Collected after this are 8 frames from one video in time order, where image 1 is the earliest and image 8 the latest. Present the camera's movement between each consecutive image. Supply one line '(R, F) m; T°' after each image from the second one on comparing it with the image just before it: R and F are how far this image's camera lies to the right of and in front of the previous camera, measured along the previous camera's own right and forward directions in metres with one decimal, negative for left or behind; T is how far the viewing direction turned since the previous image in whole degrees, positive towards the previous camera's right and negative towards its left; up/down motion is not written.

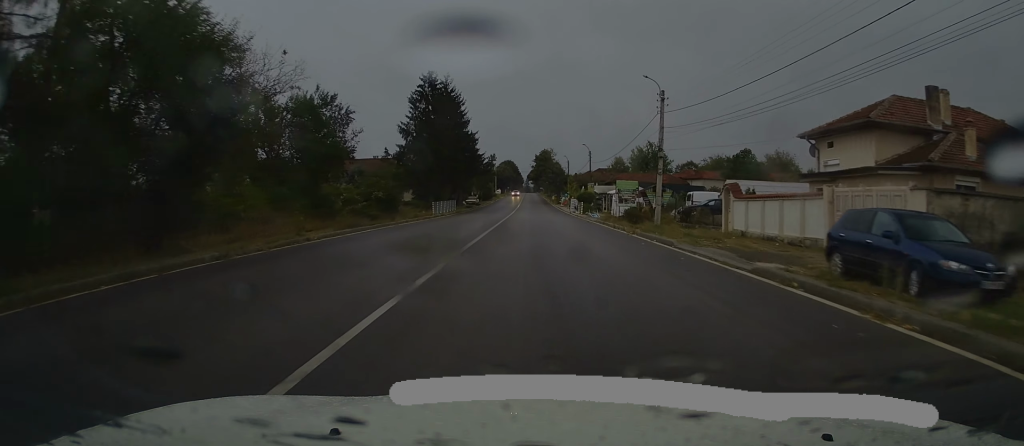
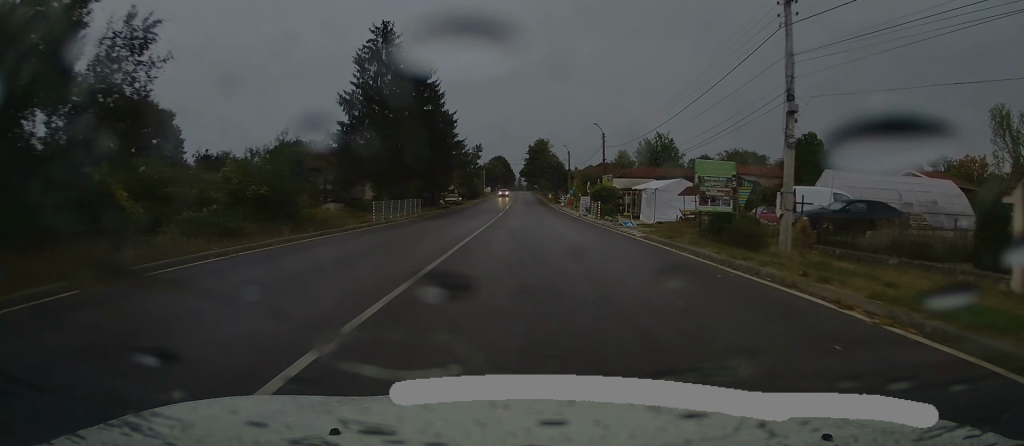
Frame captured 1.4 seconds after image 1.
(-0.1, +17.6) m; -1°
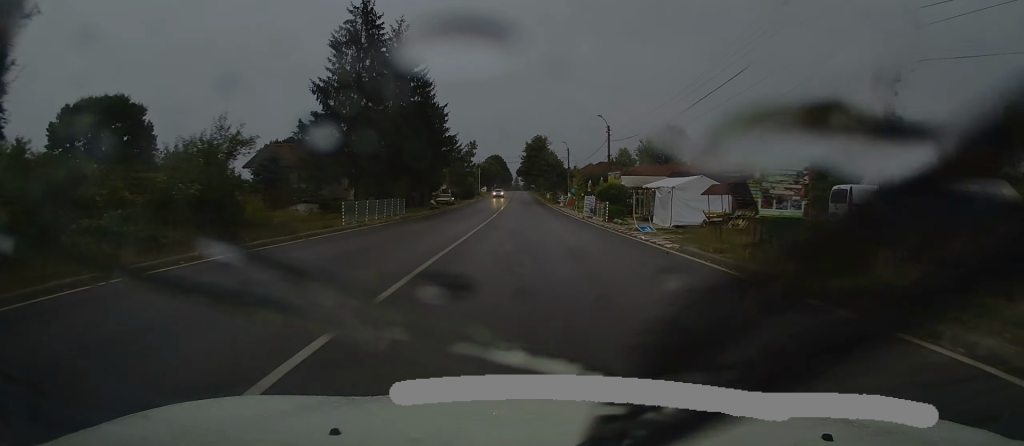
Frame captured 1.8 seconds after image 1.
(0.0, +4.9) m; 0°
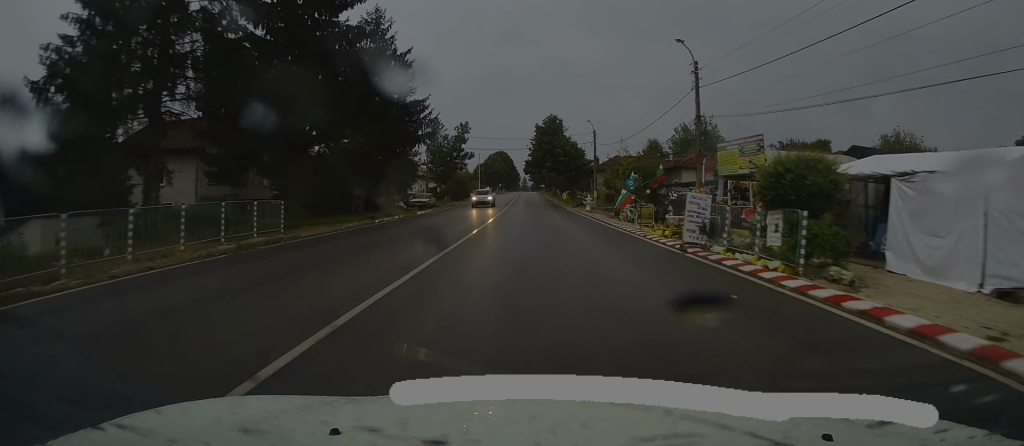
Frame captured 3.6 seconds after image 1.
(-0.2, +22.2) m; 0°
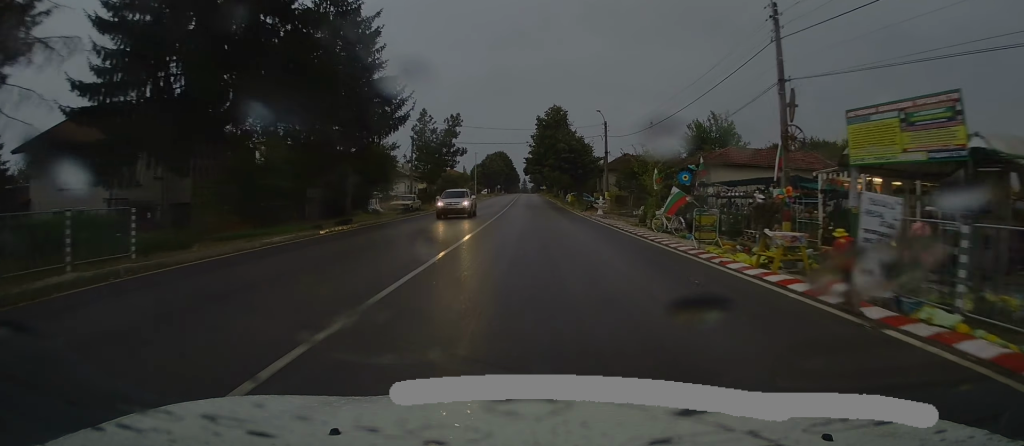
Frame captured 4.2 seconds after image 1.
(-0.1, +8.1) m; +1°
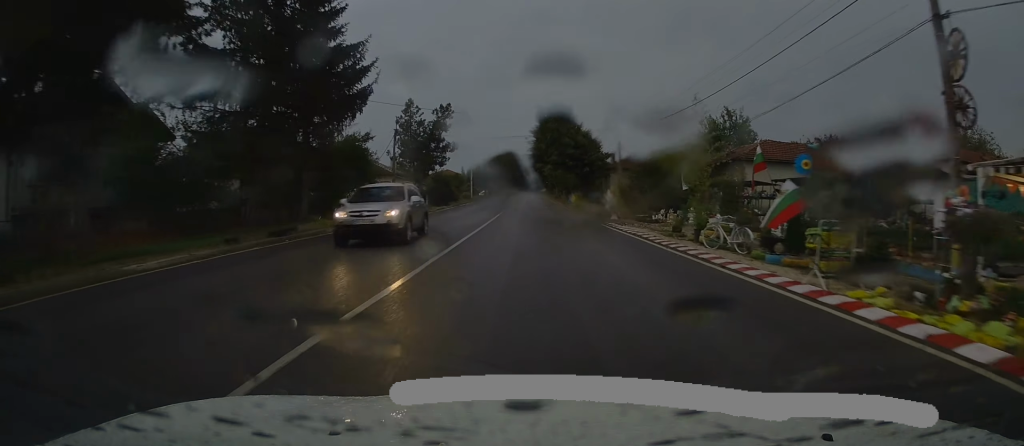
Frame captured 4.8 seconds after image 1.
(+0.2, +6.9) m; +1°
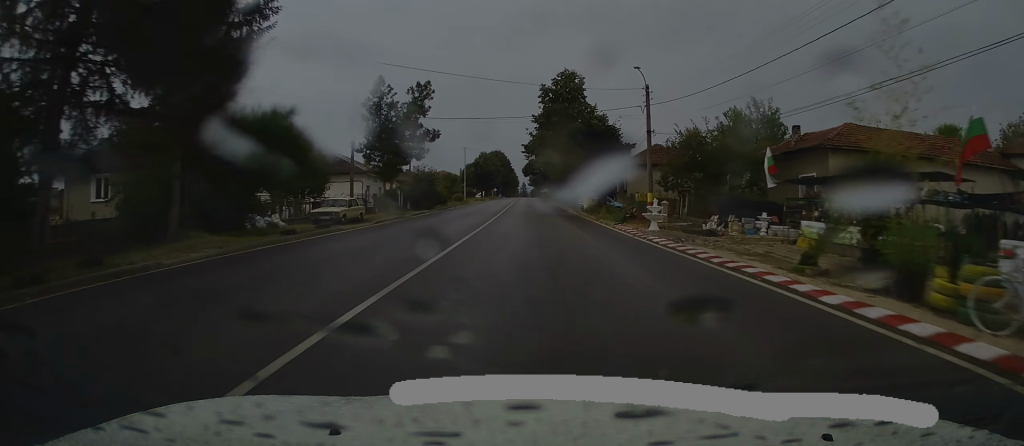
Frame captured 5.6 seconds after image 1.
(+0.1, +10.9) m; 0°
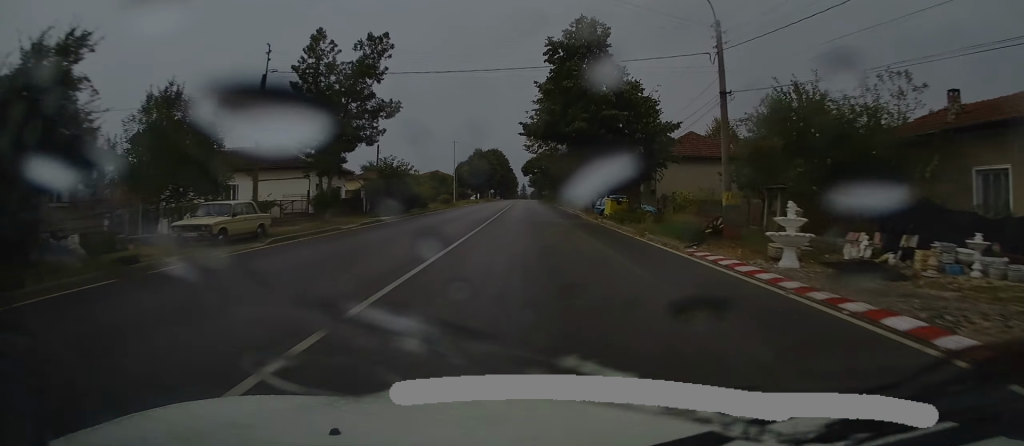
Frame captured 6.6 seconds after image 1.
(0.0, +13.3) m; 0°
